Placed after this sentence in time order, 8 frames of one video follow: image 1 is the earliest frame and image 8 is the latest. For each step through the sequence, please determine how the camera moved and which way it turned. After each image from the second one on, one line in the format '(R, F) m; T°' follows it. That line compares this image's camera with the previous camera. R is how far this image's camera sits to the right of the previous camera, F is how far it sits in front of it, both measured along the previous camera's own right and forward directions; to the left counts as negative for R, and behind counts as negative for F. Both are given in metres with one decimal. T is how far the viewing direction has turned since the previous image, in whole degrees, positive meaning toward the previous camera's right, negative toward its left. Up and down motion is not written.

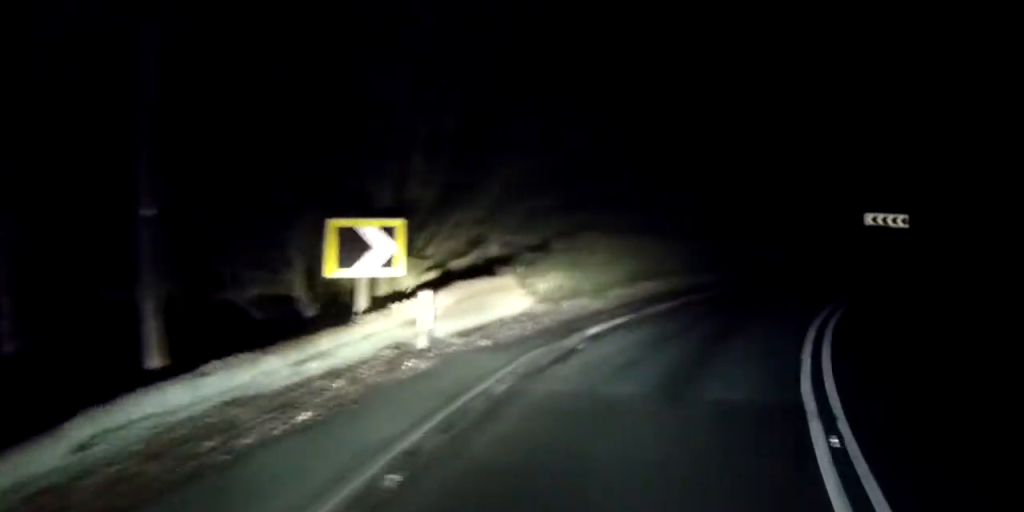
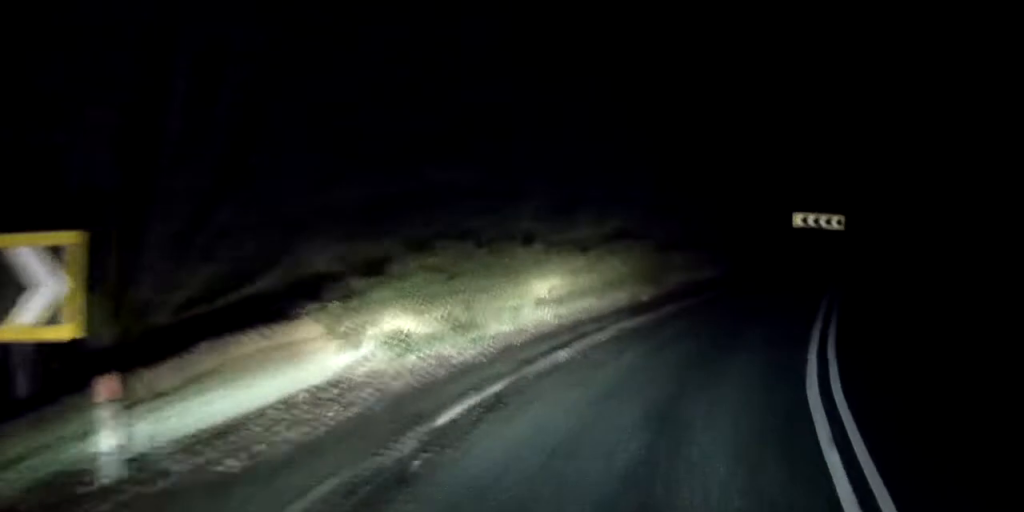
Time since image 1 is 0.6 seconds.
(+0.1, +4.9) m; +2°
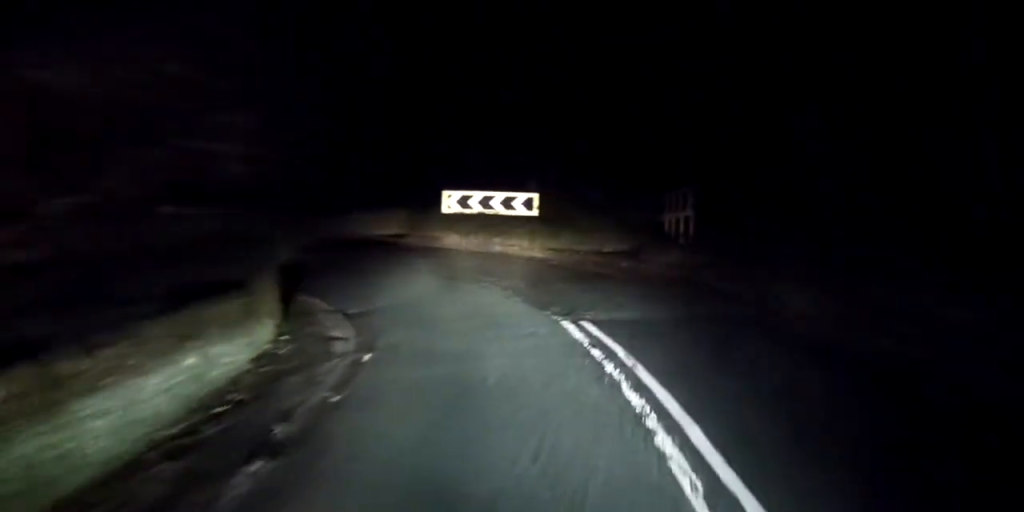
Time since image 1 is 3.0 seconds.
(+0.1, +18.0) m; +3°
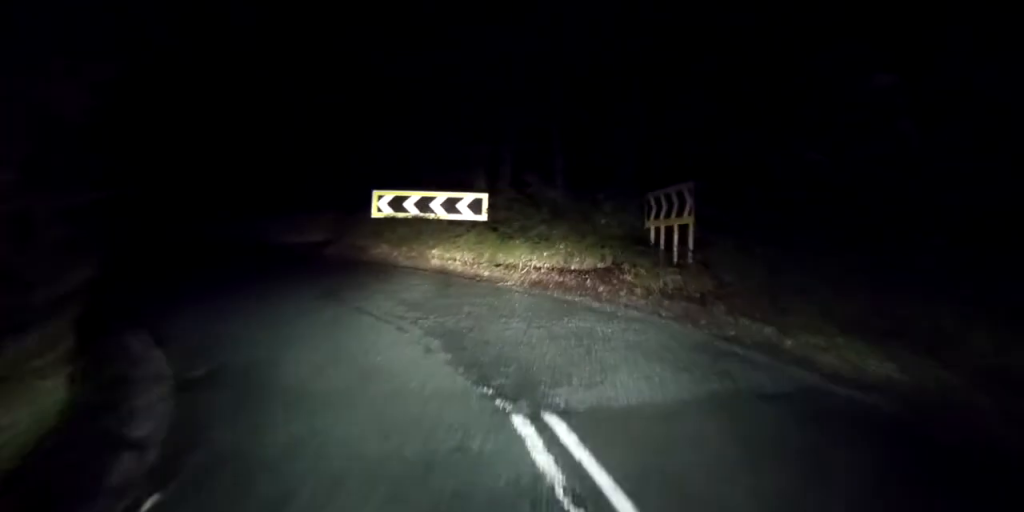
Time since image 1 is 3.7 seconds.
(+0.1, +4.6) m; +2°
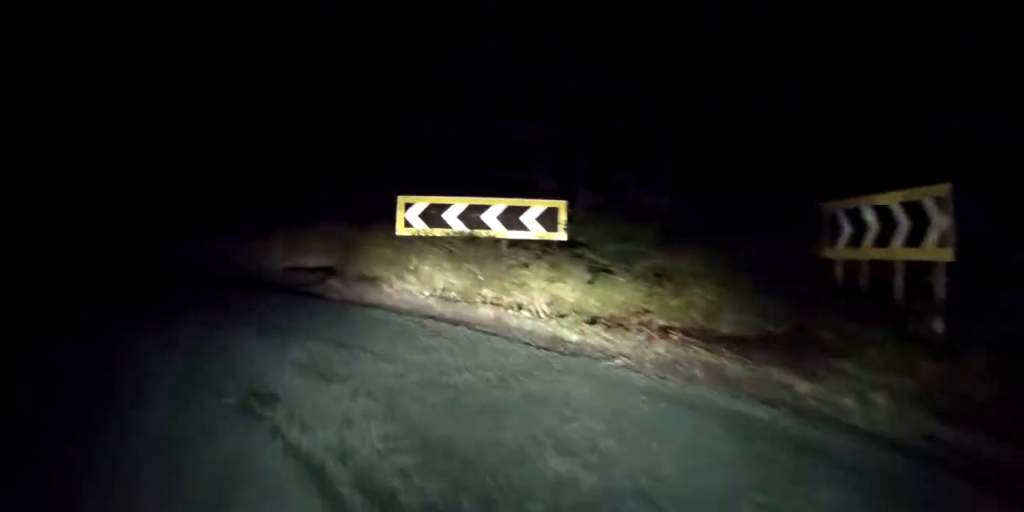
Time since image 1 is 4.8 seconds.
(0.0, +6.9) m; -10°
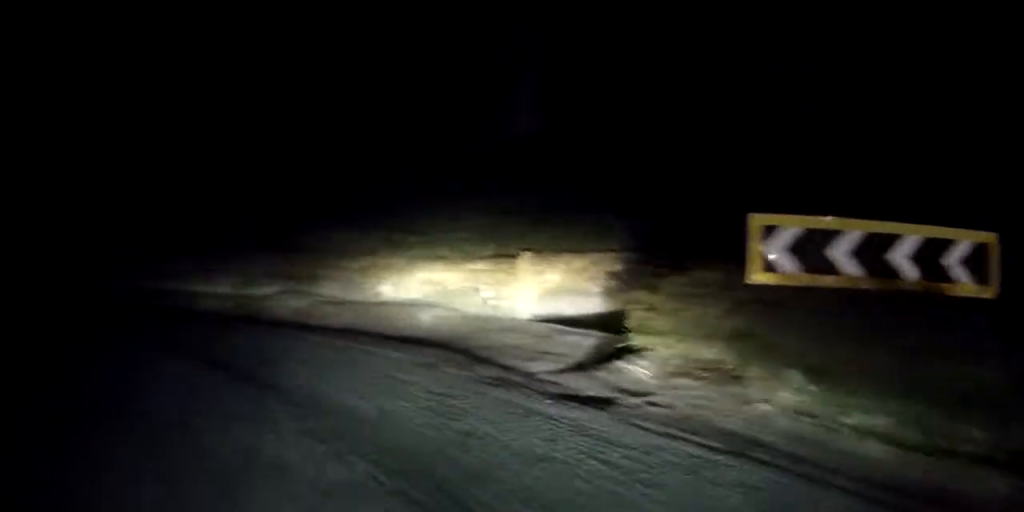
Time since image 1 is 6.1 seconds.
(-1.6, +7.9) m; -18°
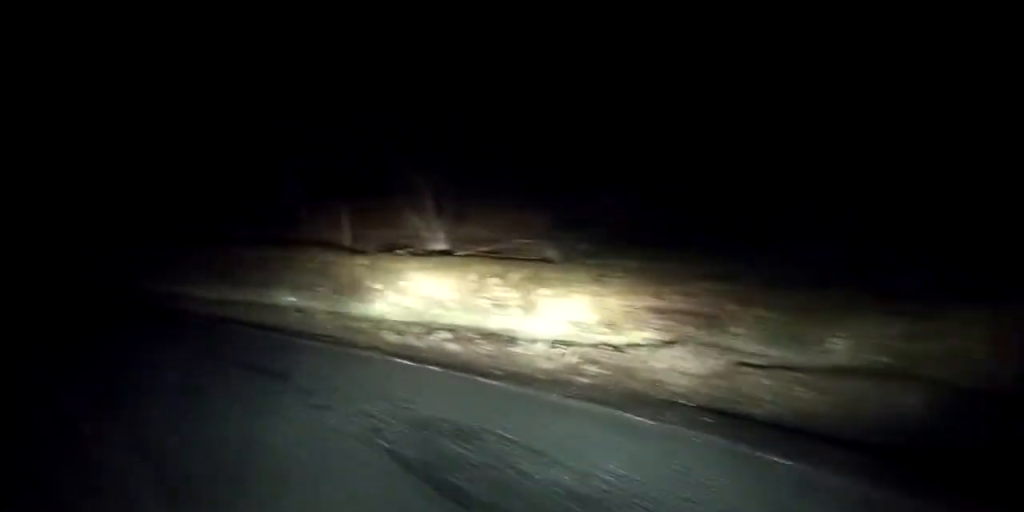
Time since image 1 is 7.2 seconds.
(-0.6, +6.2) m; -22°
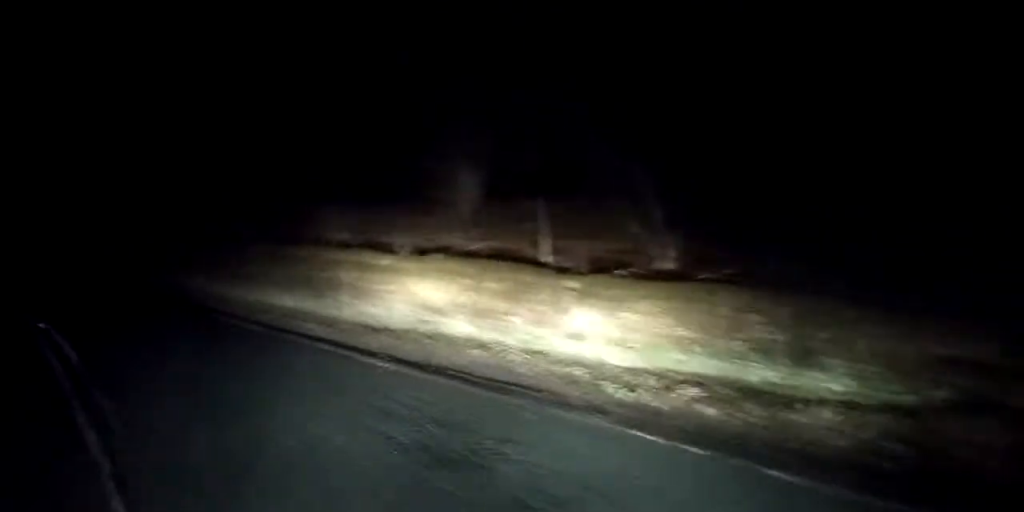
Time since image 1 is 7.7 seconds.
(-0.1, +2.7) m; -14°
